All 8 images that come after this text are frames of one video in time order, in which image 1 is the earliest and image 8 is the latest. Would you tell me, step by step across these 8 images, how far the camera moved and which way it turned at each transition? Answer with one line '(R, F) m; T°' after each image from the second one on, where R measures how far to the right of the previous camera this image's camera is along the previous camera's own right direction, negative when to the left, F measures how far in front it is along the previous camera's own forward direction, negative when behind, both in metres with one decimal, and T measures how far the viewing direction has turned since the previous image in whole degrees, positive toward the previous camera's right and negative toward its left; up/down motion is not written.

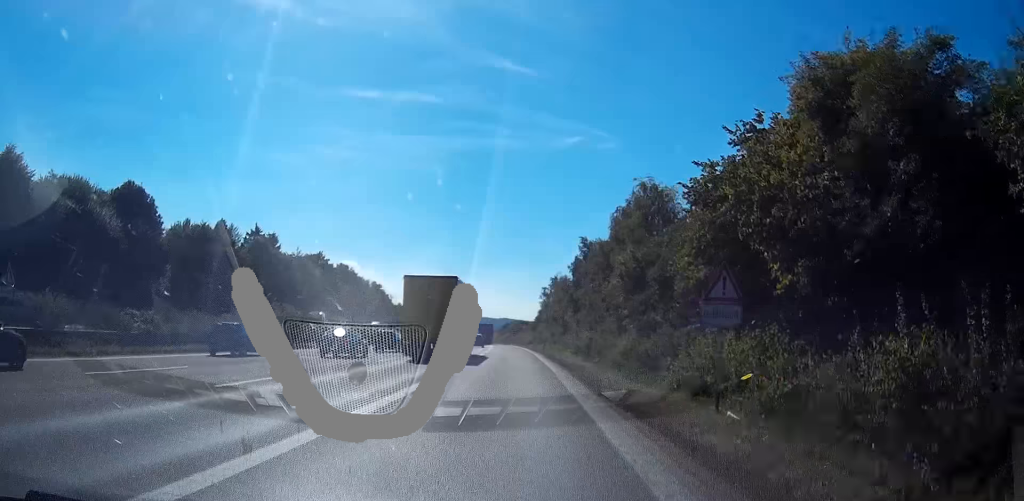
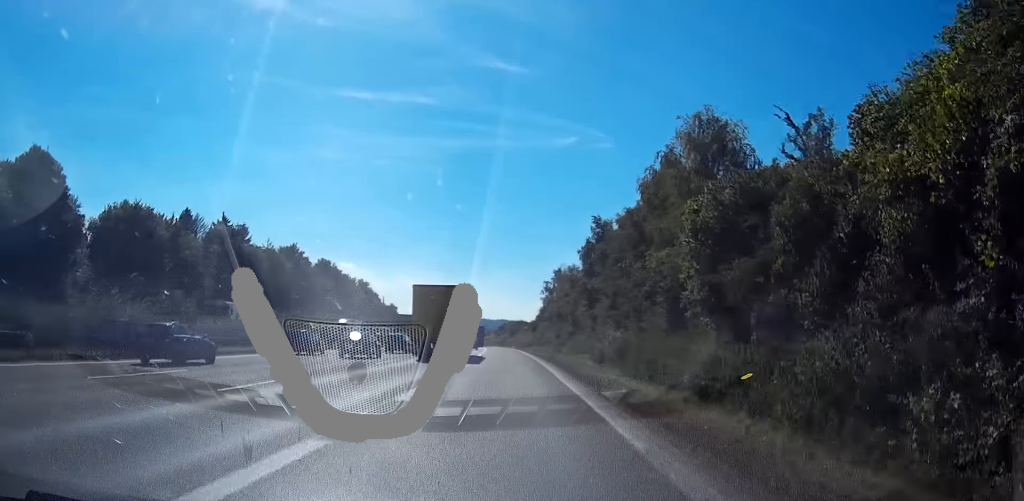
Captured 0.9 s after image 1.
(-0.3, +20.3) m; -1°
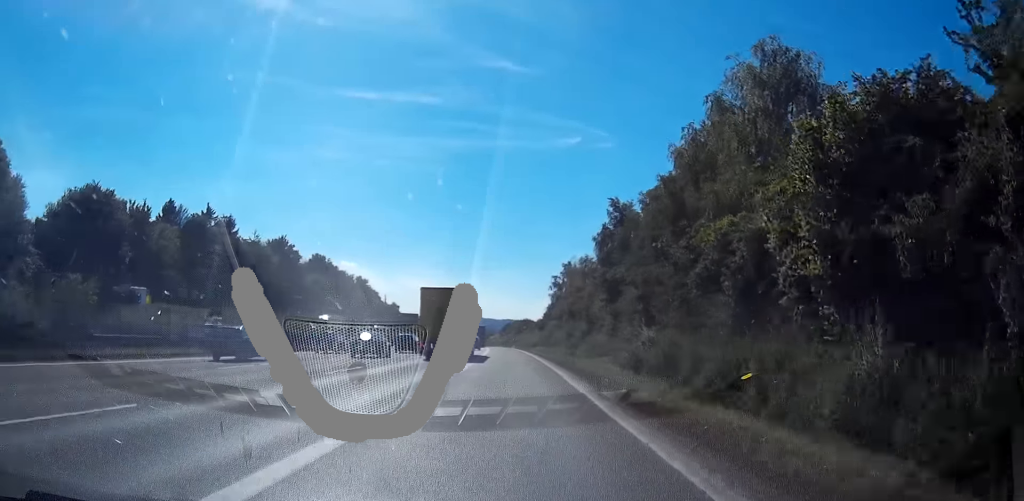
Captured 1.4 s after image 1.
(-0.1, +11.1) m; 0°
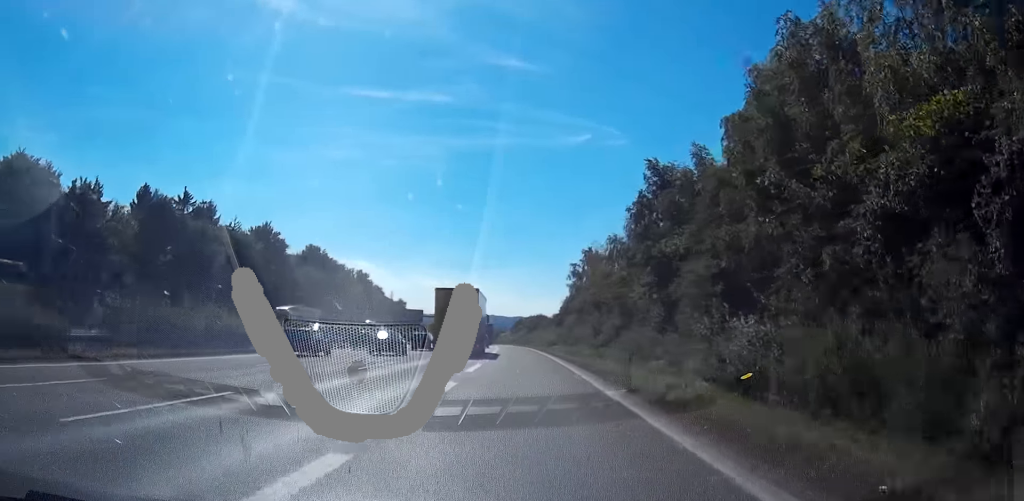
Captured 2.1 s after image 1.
(-0.1, +15.7) m; 0°
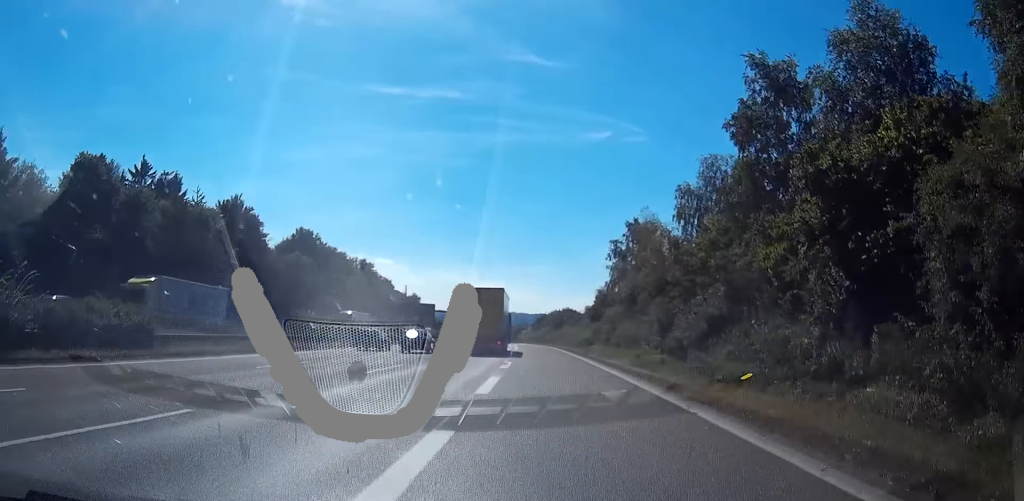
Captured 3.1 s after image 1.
(-0.1, +22.7) m; 0°
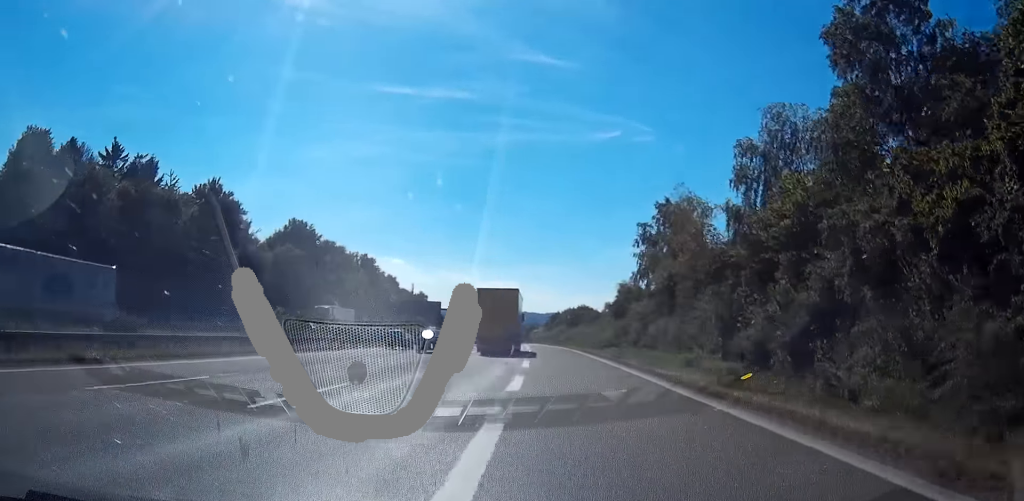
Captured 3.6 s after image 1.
(0.0, +11.5) m; 0°
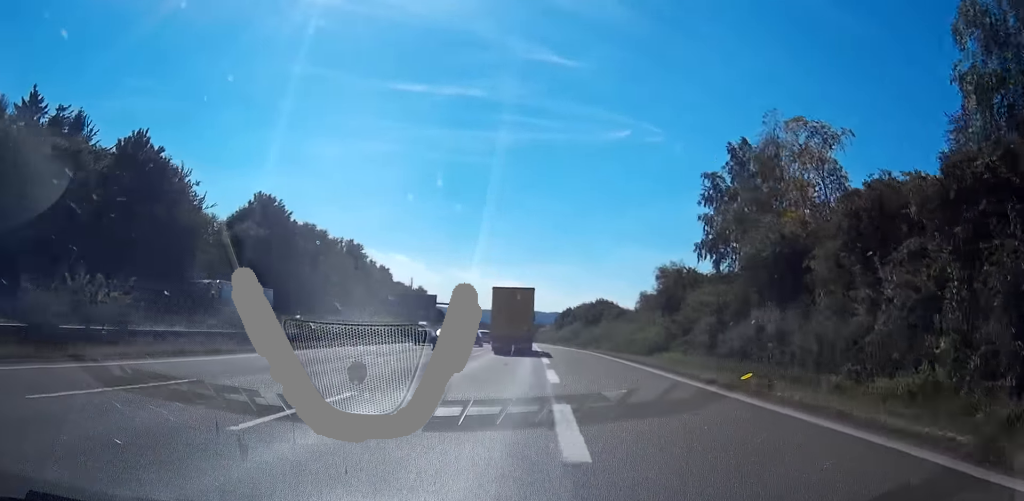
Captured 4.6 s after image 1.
(0.0, +21.5) m; 0°
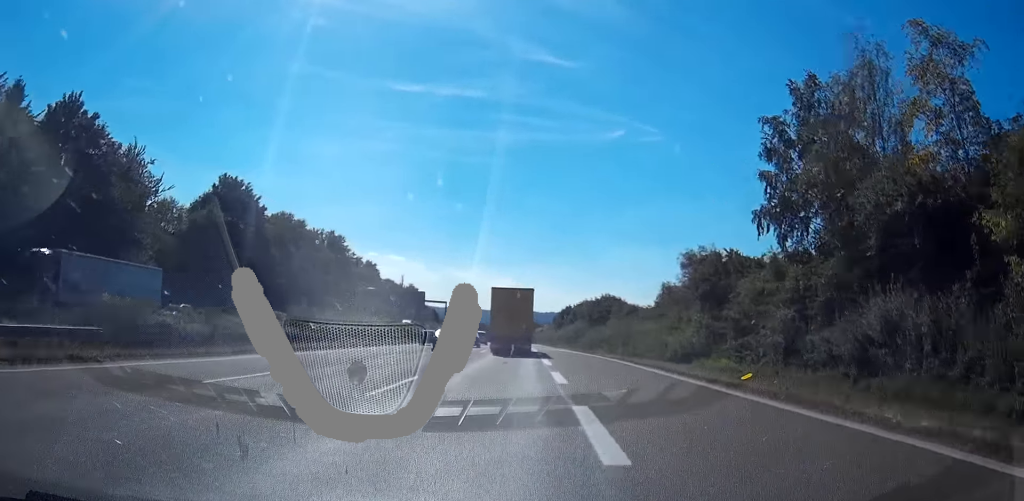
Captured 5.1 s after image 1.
(0.0, +12.4) m; 0°
